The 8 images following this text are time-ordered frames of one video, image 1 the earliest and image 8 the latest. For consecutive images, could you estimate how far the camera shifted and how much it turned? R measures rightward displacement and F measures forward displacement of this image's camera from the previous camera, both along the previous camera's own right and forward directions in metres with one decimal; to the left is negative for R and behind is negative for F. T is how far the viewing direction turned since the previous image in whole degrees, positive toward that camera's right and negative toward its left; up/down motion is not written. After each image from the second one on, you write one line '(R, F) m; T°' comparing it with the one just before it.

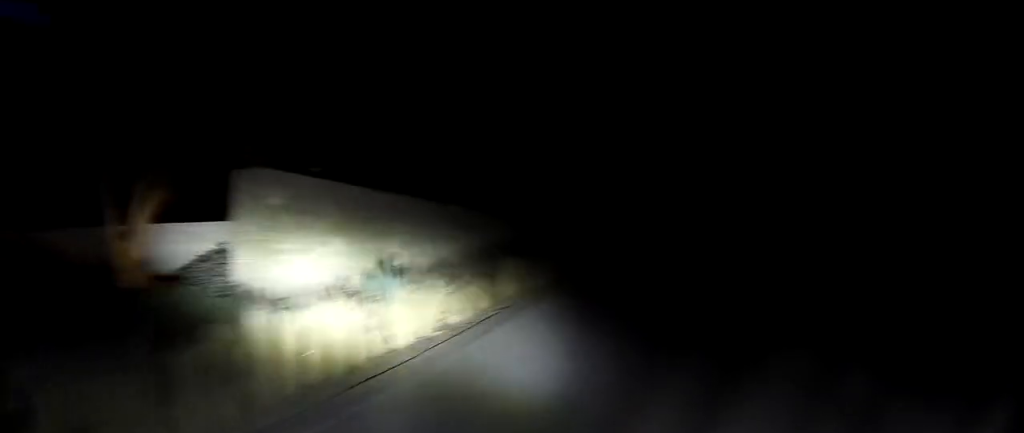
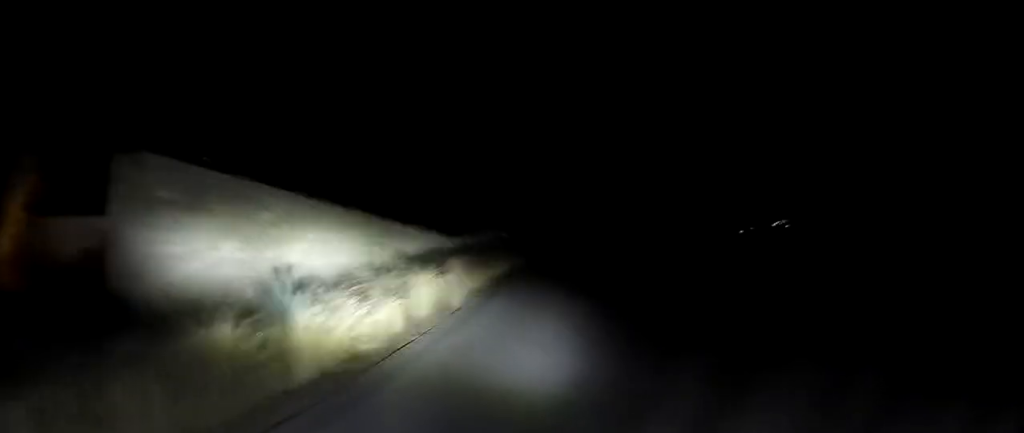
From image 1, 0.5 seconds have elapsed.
(+0.2, +1.5) m; +15°
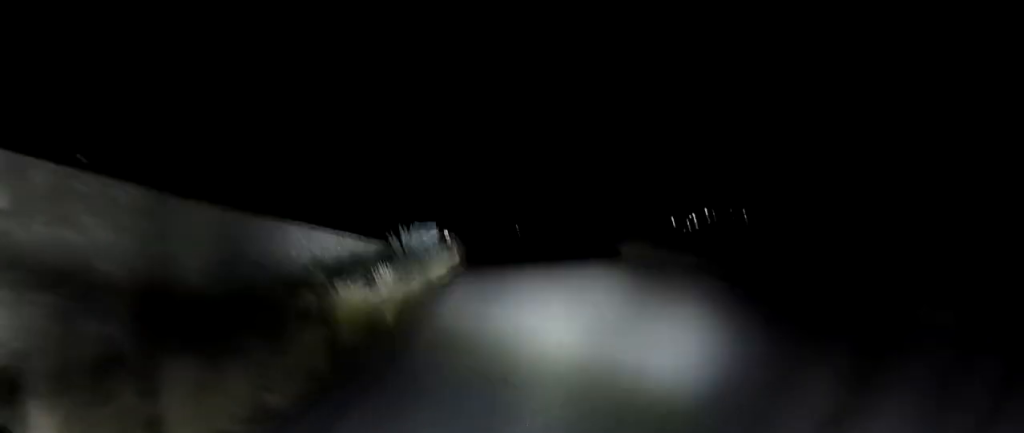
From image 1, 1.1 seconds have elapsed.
(+0.4, +2.0) m; +13°
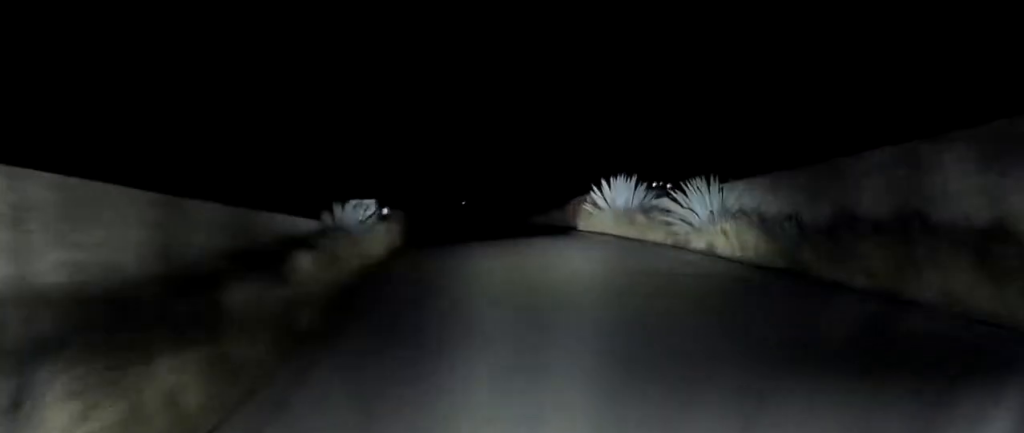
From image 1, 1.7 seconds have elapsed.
(+0.2, +2.2) m; +9°
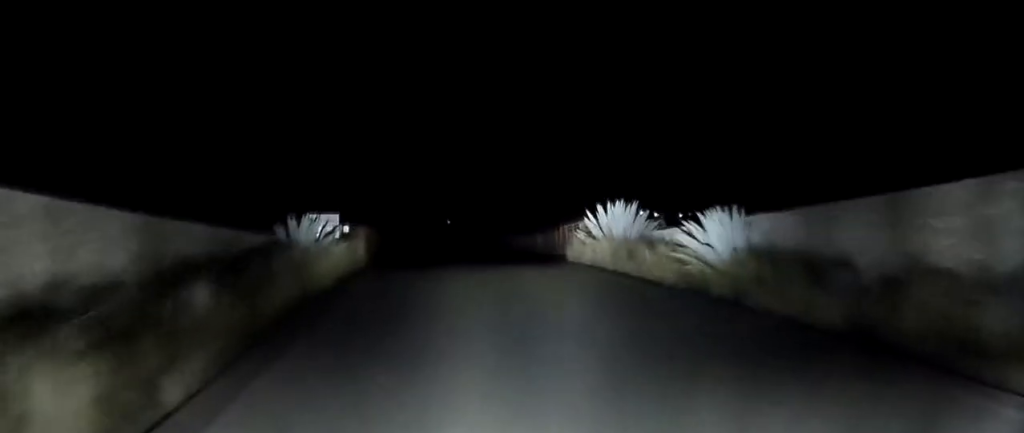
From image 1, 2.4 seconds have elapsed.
(+0.1, +2.9) m; +2°
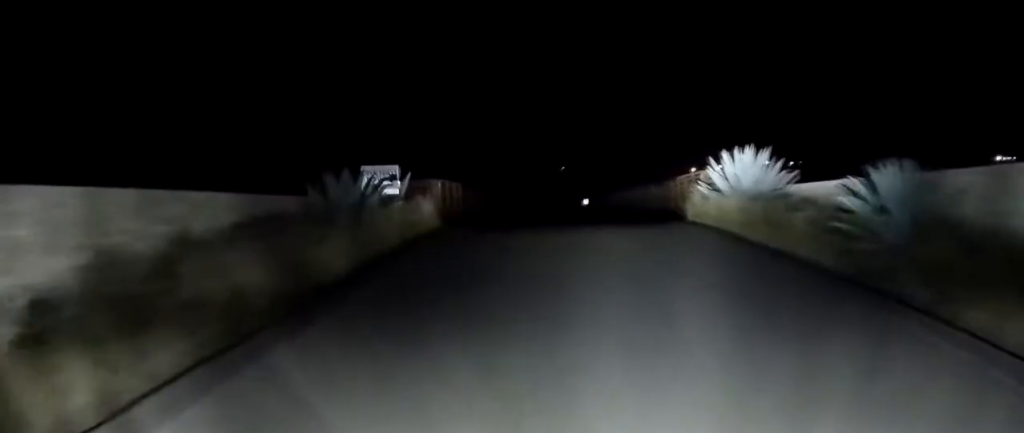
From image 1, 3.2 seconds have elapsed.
(+0.1, +4.0) m; +1°
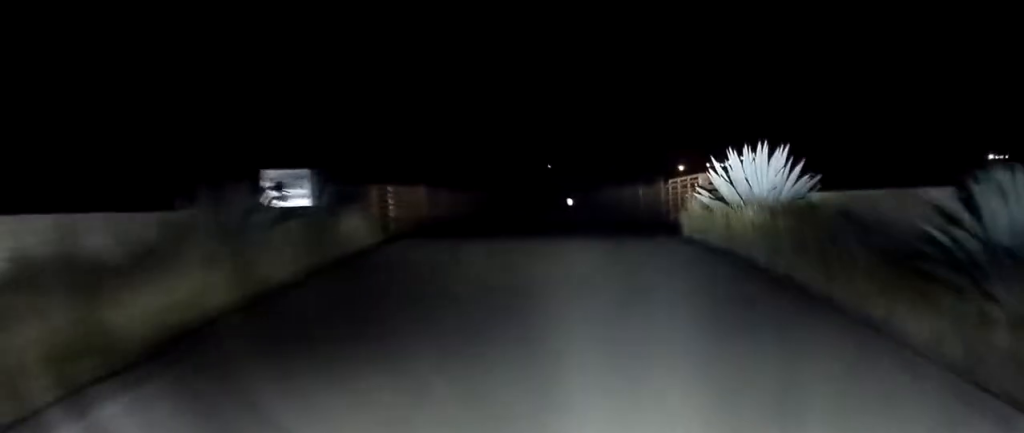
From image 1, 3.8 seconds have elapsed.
(0.0, +3.6) m; -1°
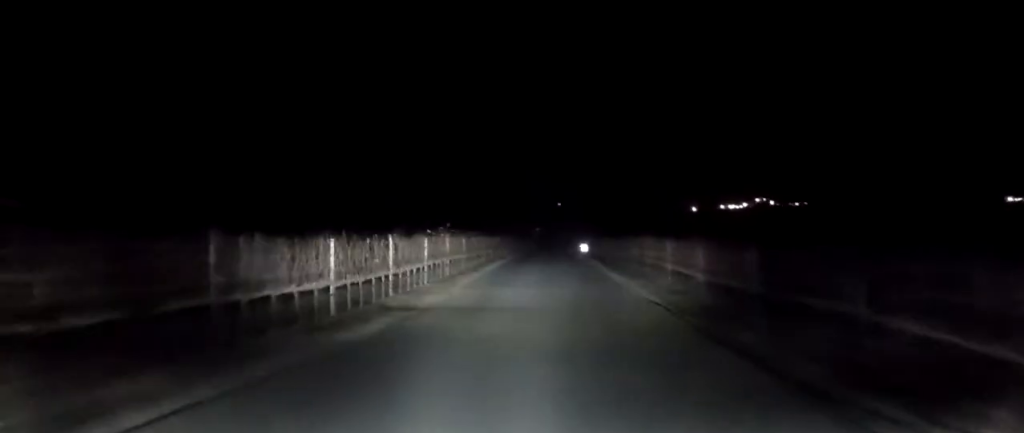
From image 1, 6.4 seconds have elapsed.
(-1.6, +18.2) m; -11°
